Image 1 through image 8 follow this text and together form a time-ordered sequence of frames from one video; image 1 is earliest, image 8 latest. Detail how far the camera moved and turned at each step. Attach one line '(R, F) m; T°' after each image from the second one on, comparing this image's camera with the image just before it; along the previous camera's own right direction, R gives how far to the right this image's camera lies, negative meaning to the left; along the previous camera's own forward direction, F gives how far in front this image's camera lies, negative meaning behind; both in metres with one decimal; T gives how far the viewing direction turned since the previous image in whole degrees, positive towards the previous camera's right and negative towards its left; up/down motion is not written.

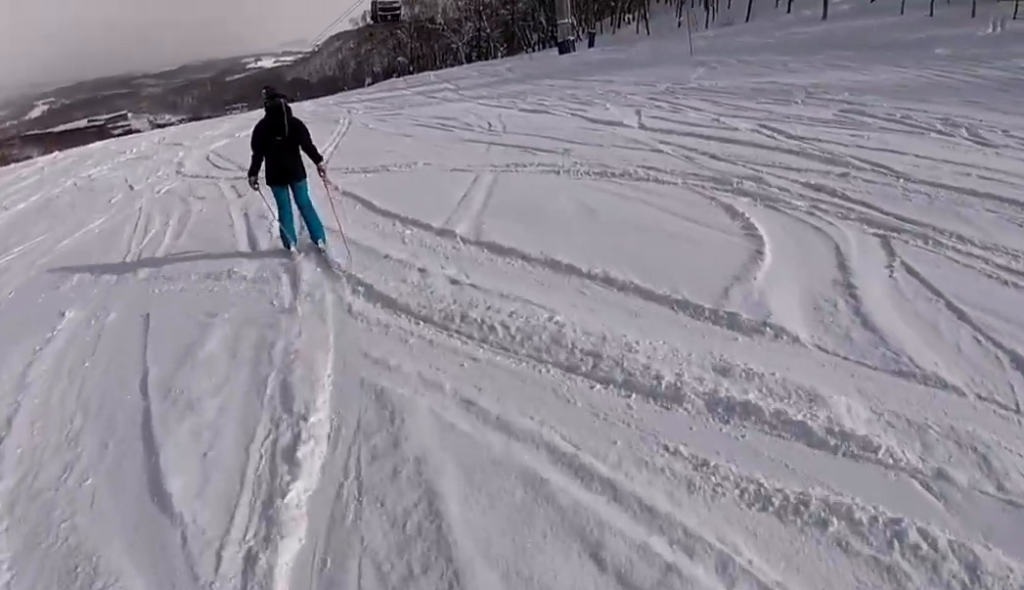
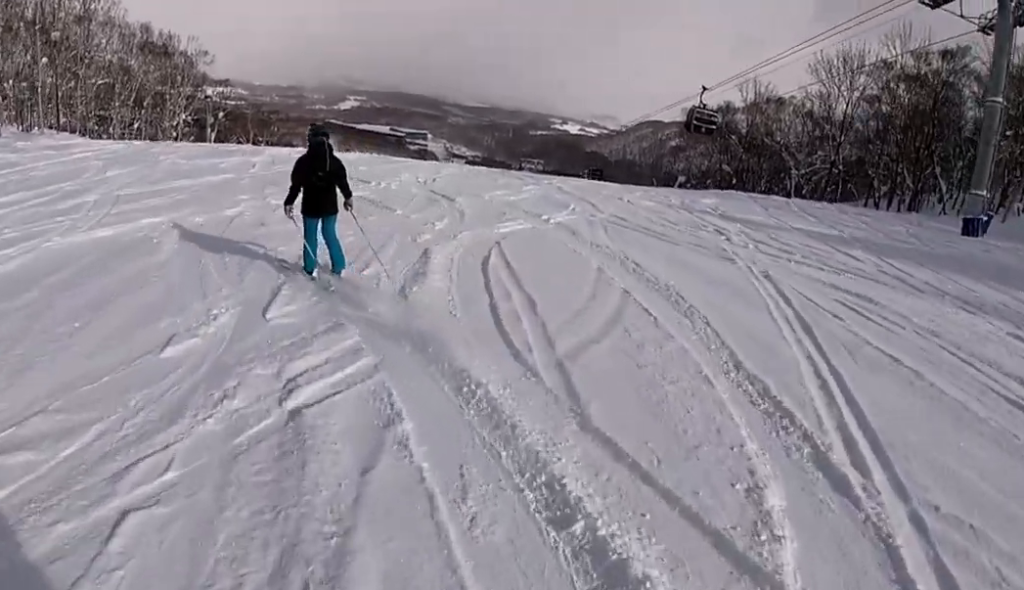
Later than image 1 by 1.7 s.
(-0.6, +10.4) m; -13°
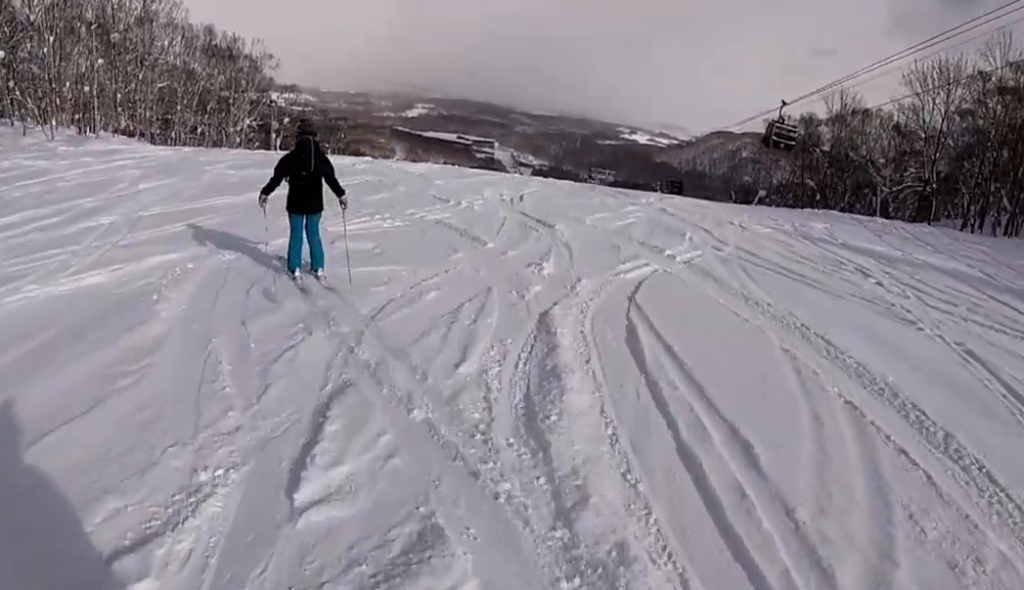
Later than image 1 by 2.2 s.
(-0.3, +2.9) m; -4°
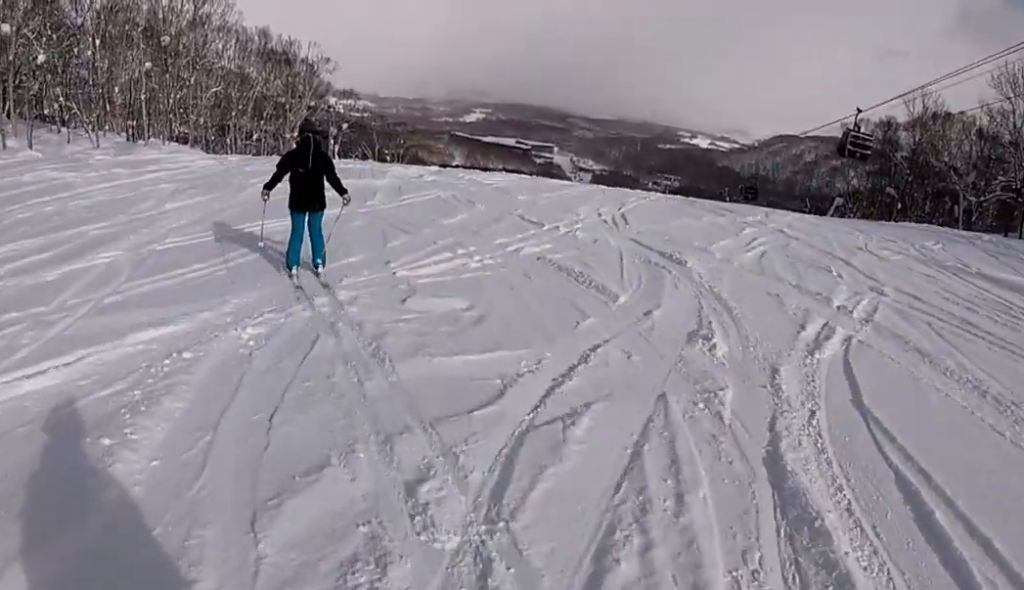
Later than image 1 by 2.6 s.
(-0.1, +2.8) m; -2°
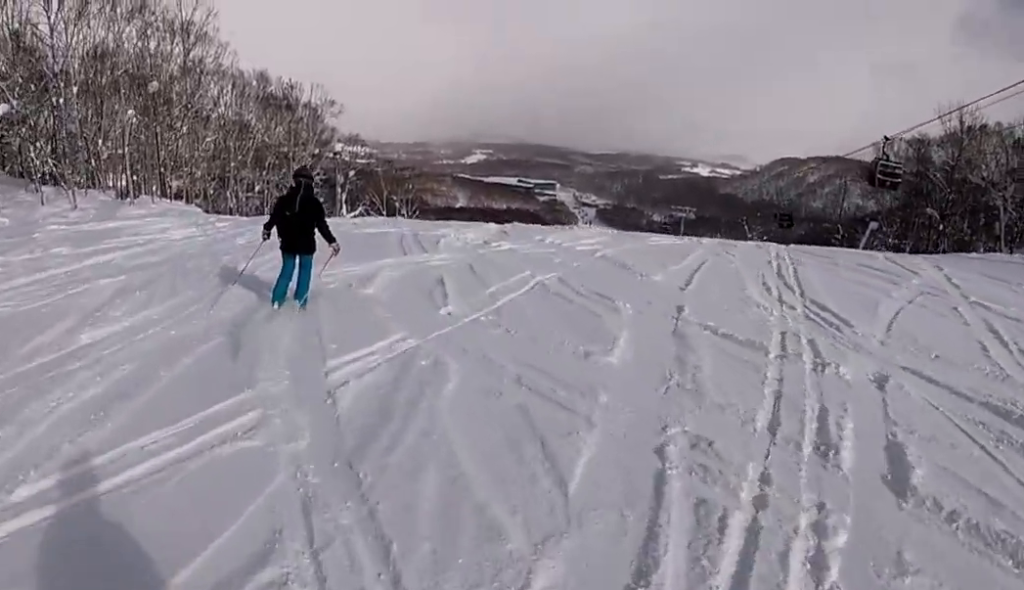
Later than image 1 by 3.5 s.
(-0.1, +5.6) m; -3°
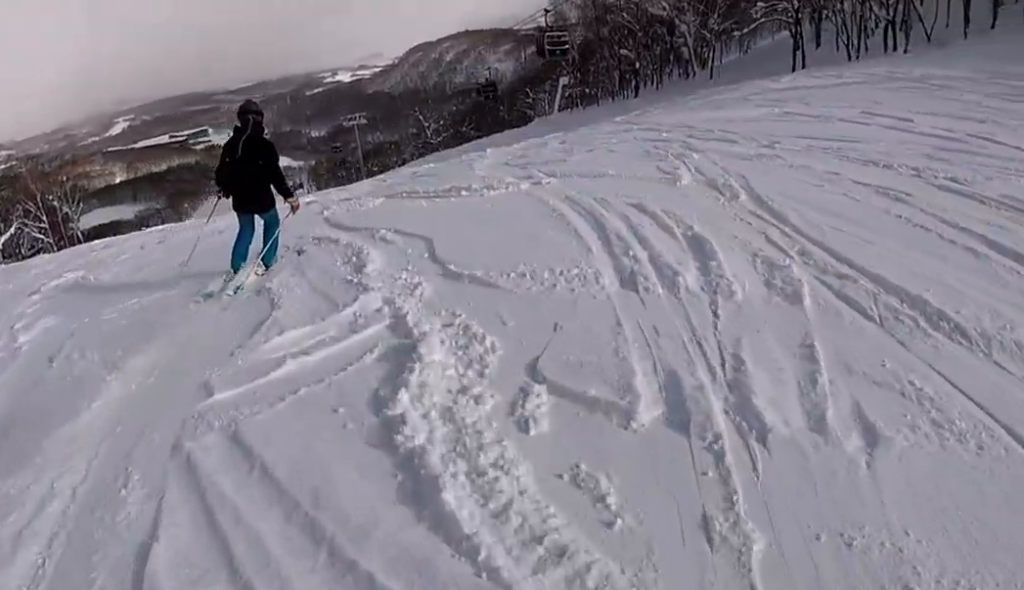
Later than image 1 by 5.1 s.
(0.0, +10.0) m; +10°
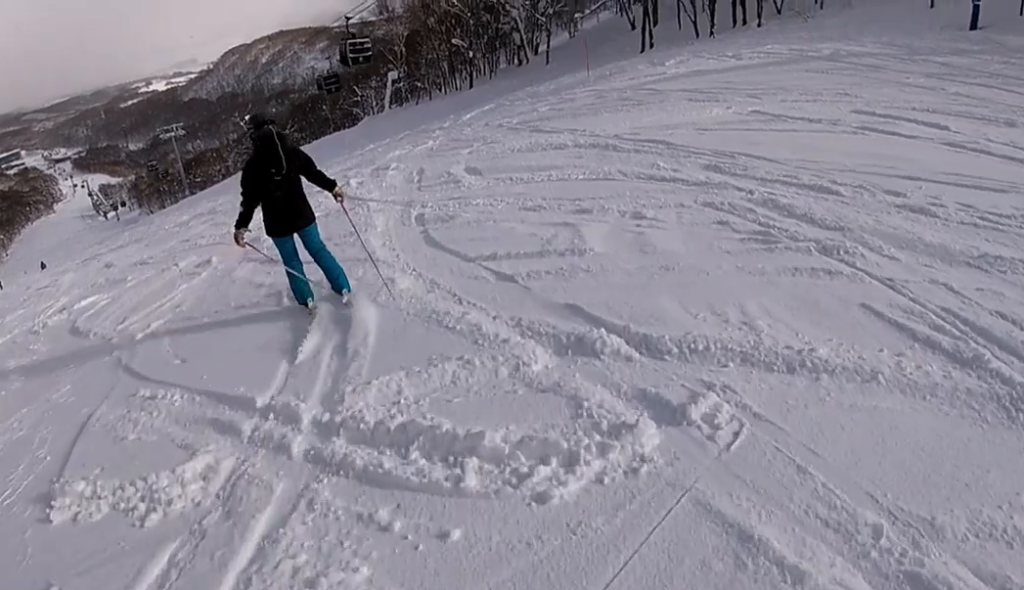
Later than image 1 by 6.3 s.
(+1.0, +6.2) m; +15°
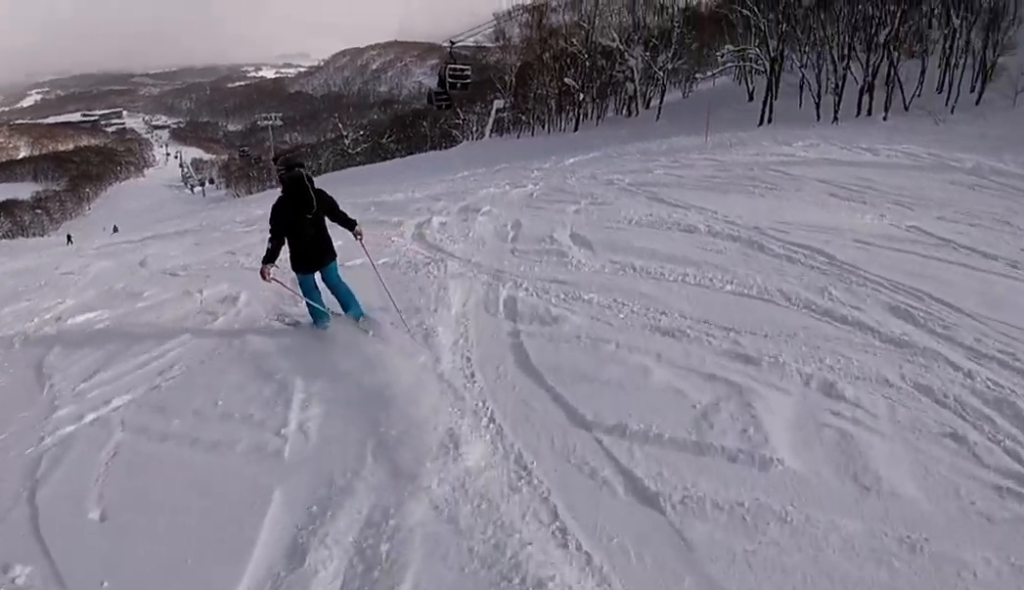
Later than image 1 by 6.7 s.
(+0.1, +2.3) m; +1°
